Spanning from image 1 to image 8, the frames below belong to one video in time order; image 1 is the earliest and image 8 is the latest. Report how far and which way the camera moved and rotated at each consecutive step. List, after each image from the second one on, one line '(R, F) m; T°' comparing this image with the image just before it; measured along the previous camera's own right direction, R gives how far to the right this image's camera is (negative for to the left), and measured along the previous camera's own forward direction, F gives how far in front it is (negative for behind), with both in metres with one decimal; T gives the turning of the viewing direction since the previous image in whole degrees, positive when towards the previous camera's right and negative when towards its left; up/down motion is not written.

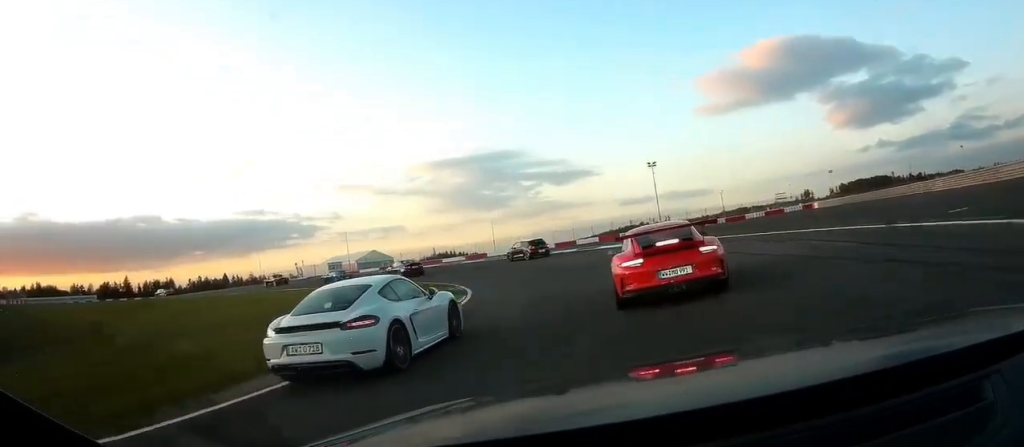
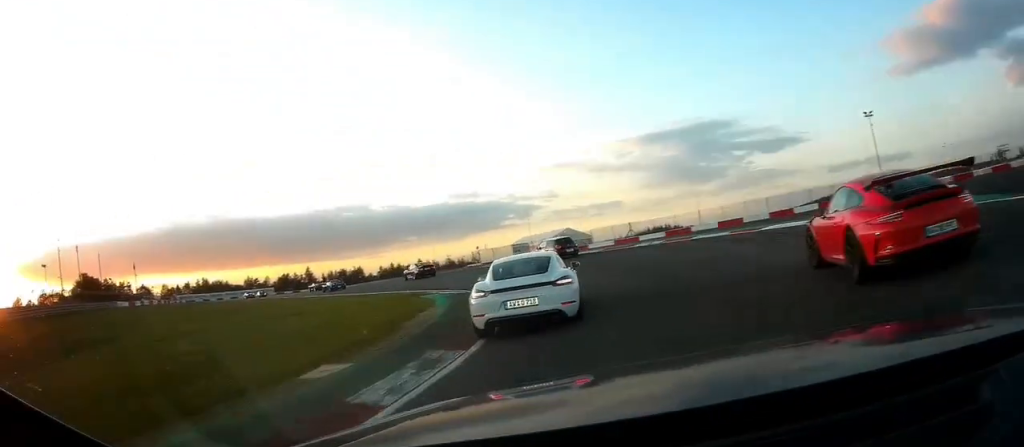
(-1.9, +21.8) m; -17°
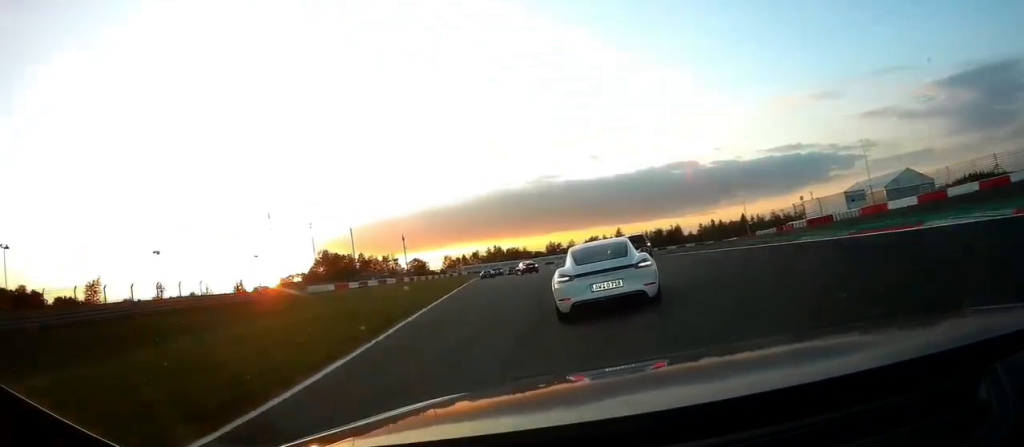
(-10.7, +32.5) m; -32°
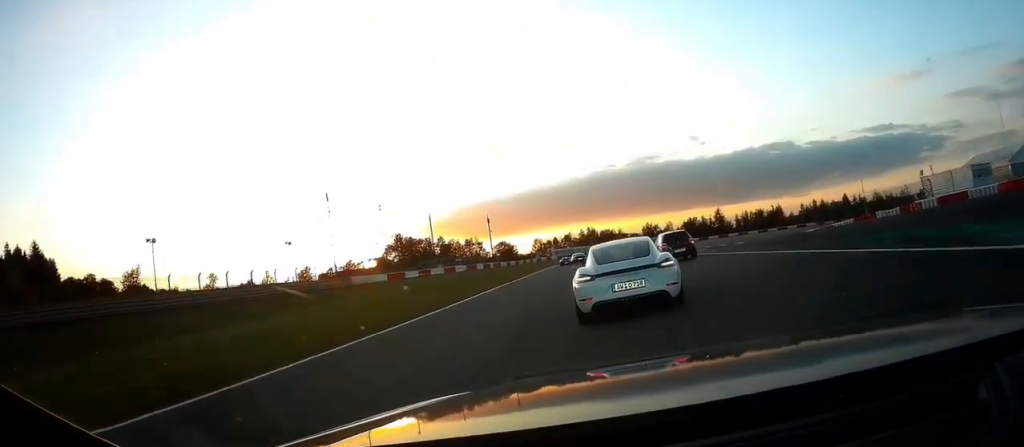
(-2.1, +15.8) m; -6°
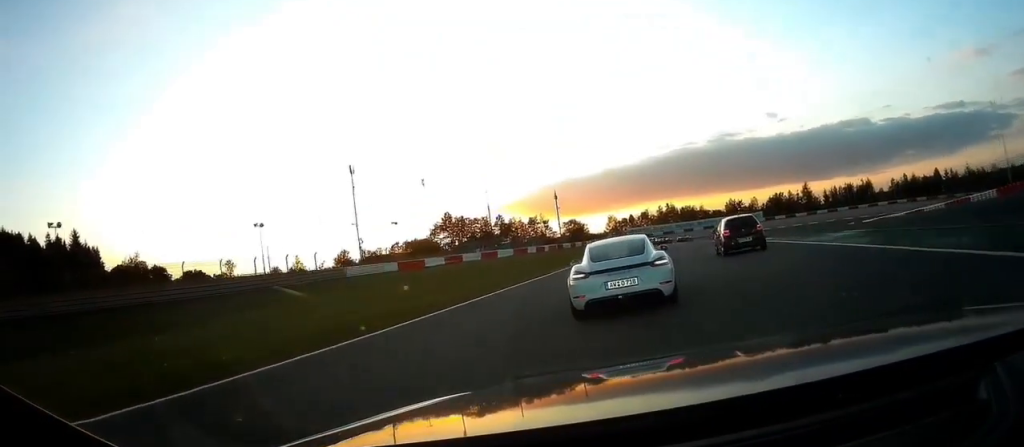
(-0.6, +22.1) m; -2°
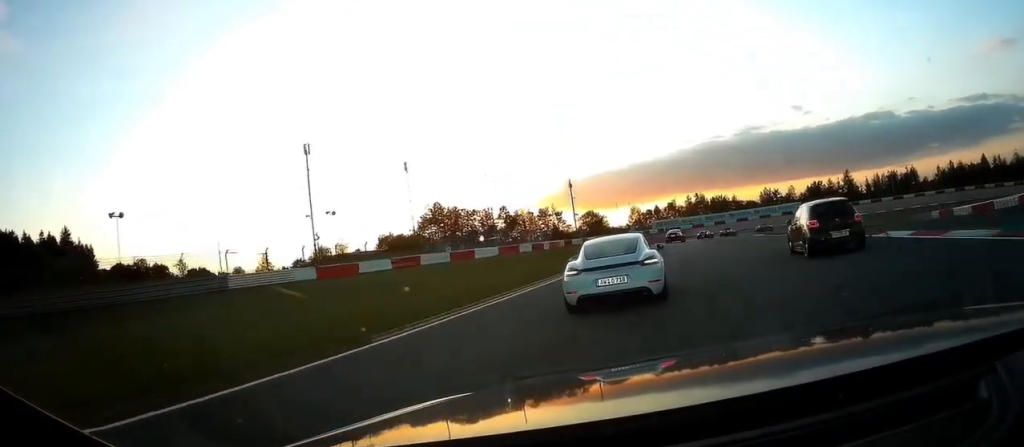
(0.0, +21.5) m; 0°
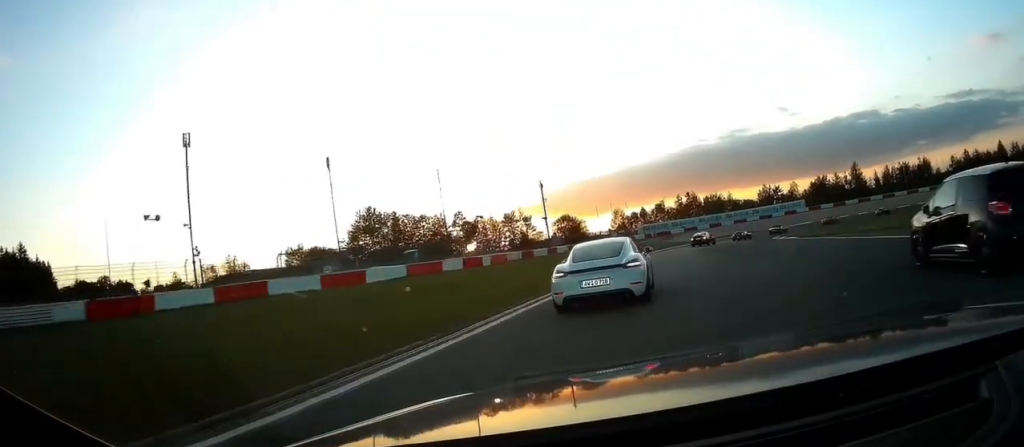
(0.0, +20.8) m; 0°
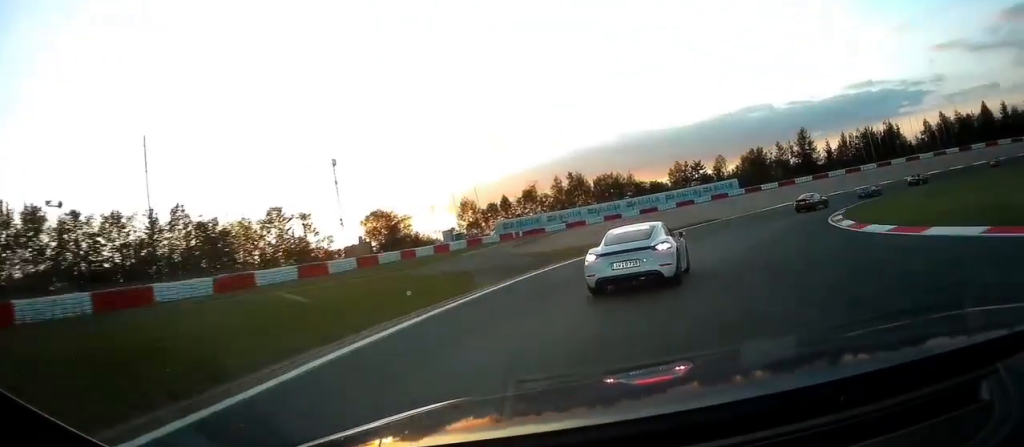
(0.0, +44.4) m; +3°
